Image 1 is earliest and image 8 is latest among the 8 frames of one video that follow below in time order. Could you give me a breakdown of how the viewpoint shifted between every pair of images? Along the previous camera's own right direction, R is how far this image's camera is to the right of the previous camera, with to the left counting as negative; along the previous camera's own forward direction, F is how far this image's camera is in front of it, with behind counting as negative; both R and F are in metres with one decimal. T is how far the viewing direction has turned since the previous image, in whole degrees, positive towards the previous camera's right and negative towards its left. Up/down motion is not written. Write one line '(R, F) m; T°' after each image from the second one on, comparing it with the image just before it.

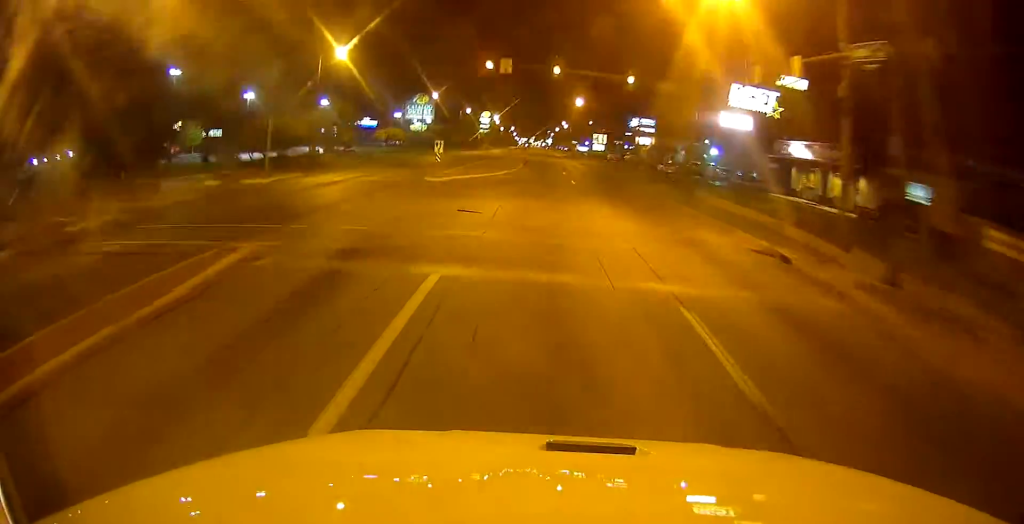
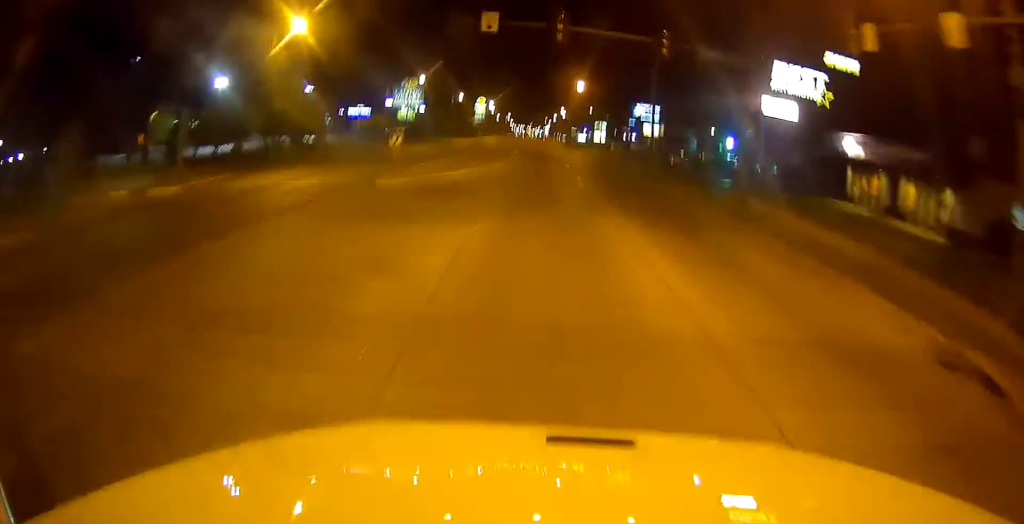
(+0.2, +8.6) m; 0°
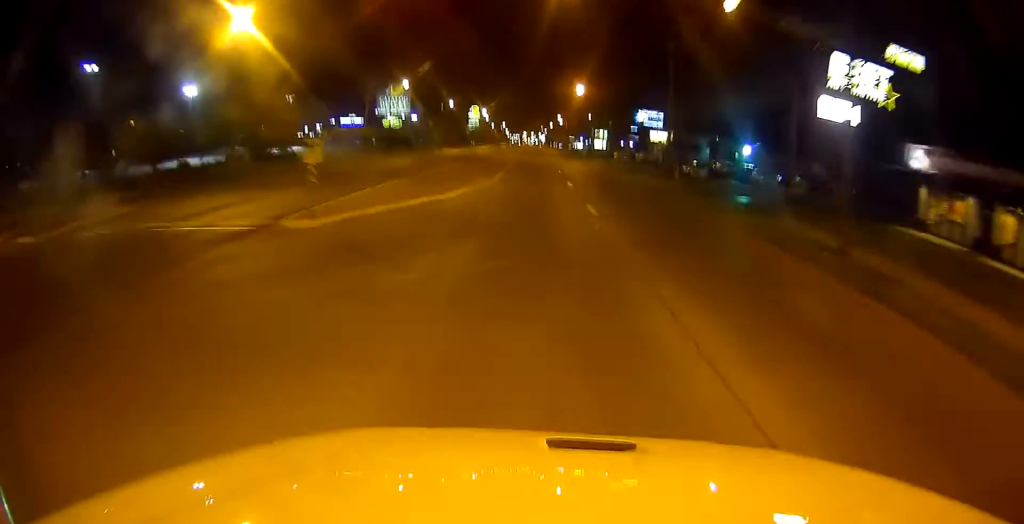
(+0.3, +8.0) m; 0°
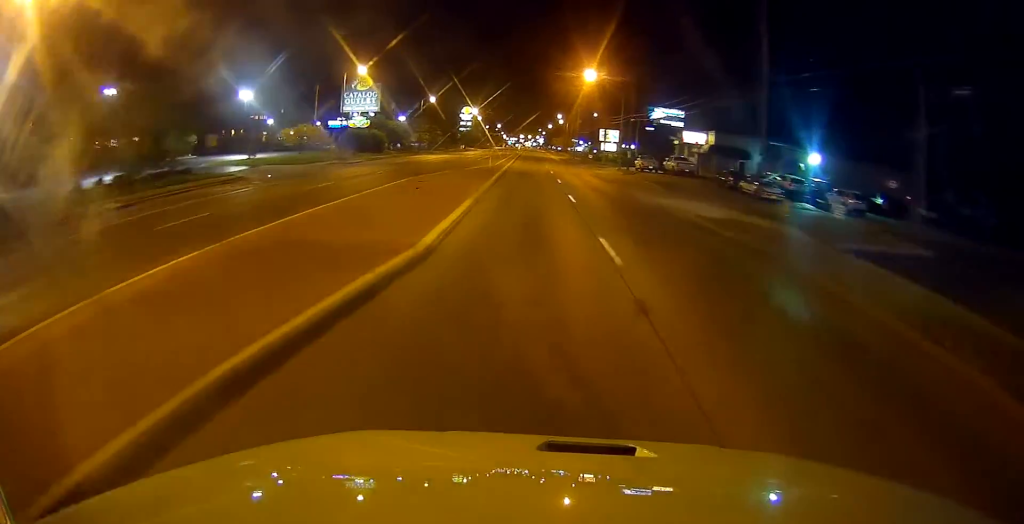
(-0.4, +18.4) m; 0°
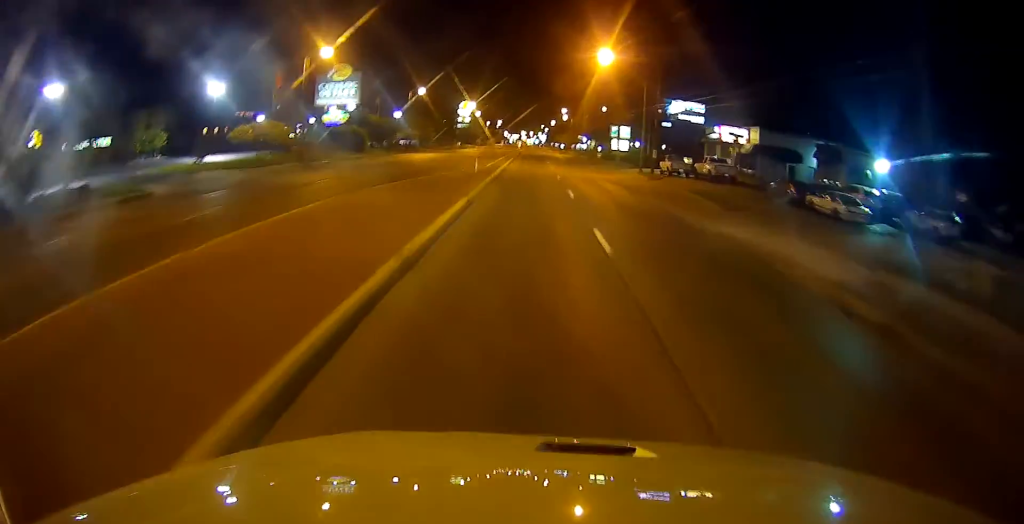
(+0.1, +11.1) m; 0°
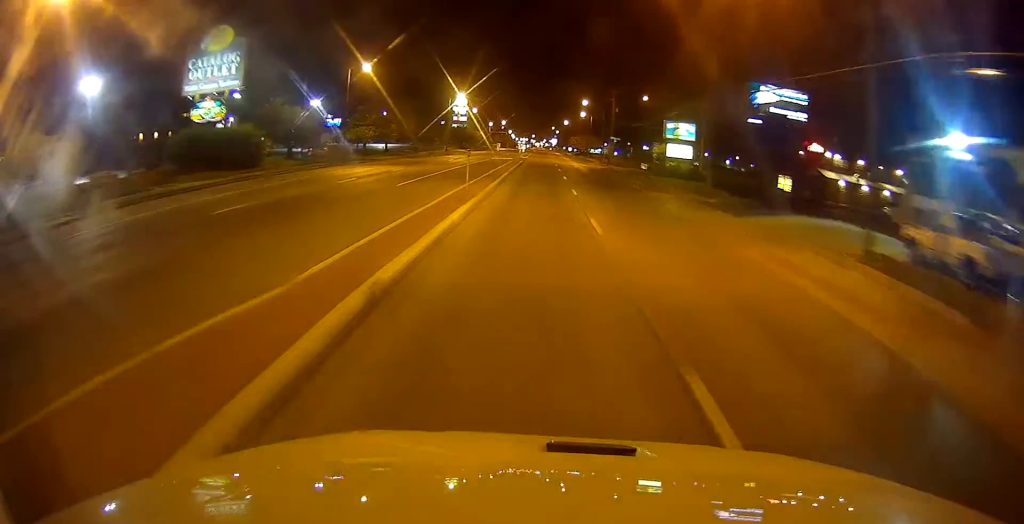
(-0.2, +32.9) m; 0°
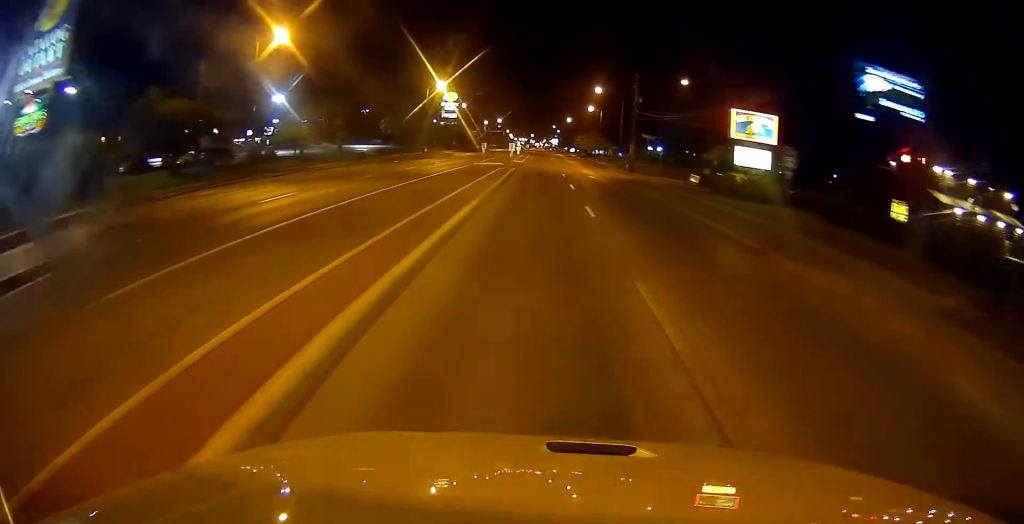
(+0.5, +19.8) m; 0°
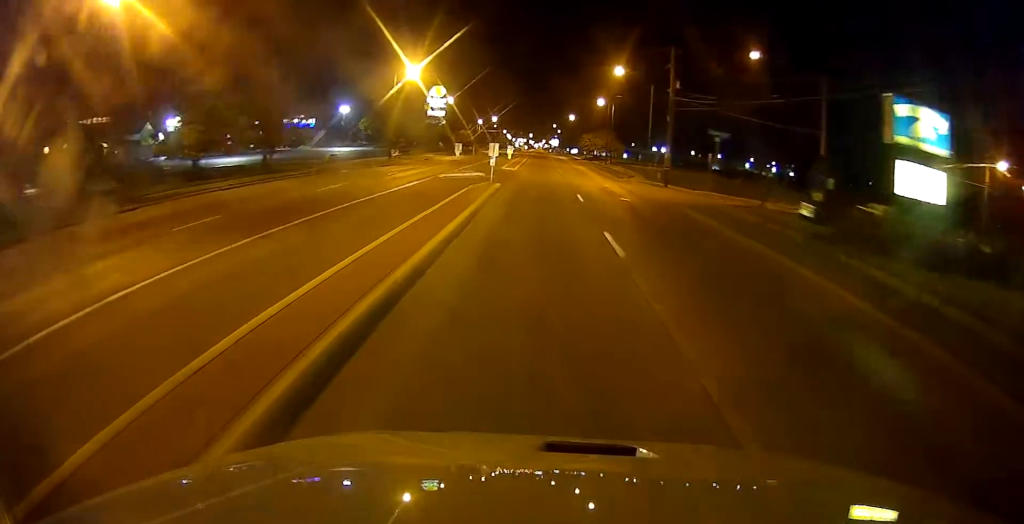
(-0.5, +18.0) m; -1°
